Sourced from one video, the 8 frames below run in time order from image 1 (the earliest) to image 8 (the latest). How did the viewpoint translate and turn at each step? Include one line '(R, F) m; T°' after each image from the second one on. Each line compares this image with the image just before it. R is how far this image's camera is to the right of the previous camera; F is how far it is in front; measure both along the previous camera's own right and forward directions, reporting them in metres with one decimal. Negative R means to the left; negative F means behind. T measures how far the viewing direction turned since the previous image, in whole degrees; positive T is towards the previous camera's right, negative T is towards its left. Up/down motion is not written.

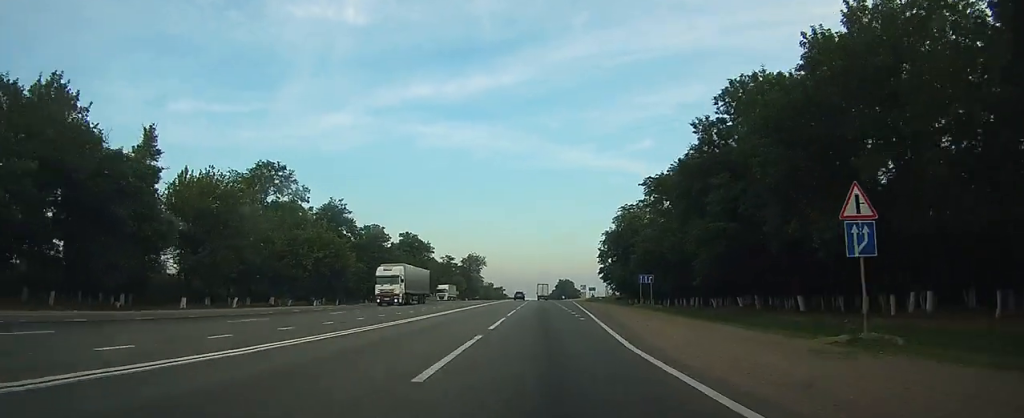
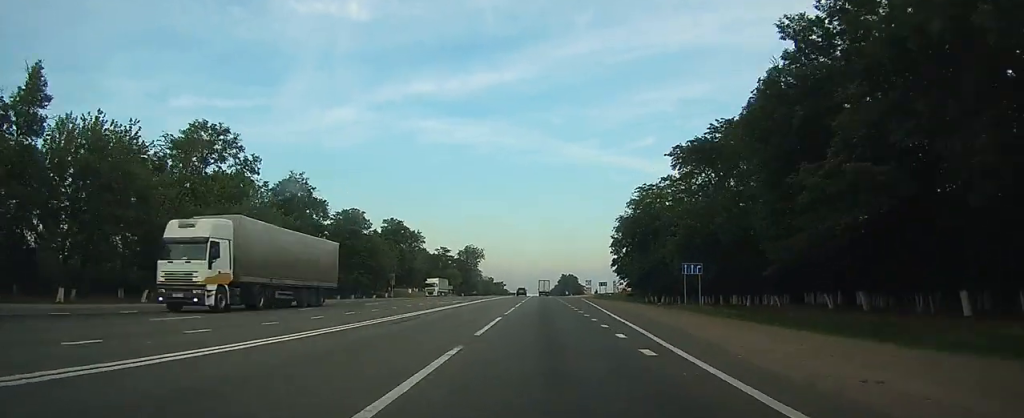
(0.0, +16.7) m; 0°
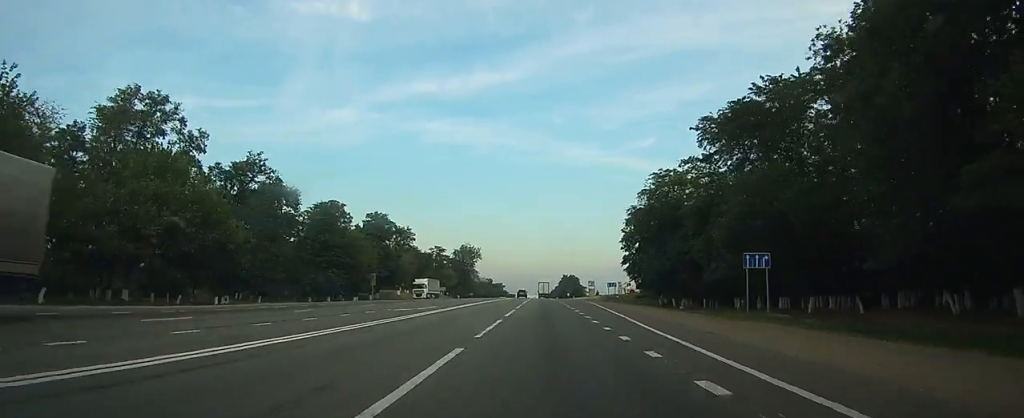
(0.0, +12.1) m; 0°
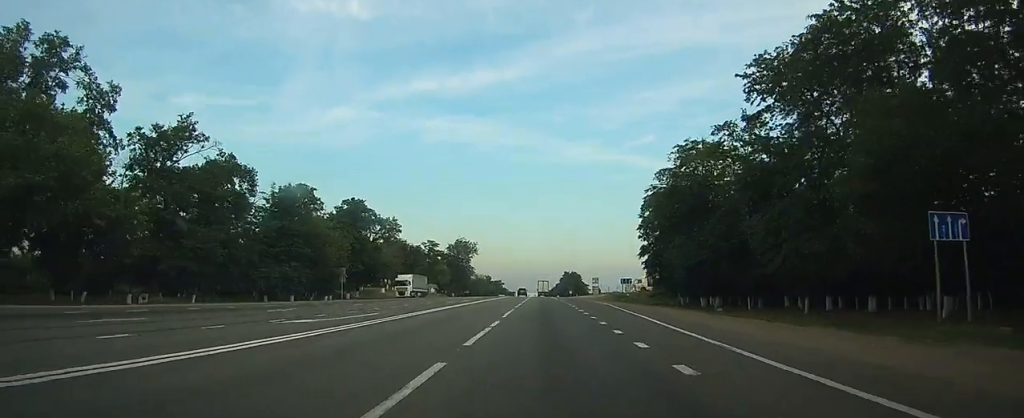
(-0.1, +14.1) m; 0°
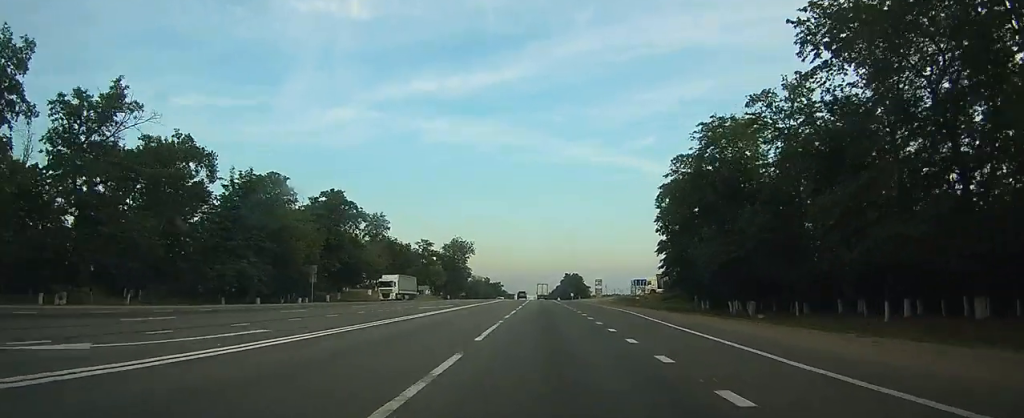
(0.0, +9.9) m; 0°
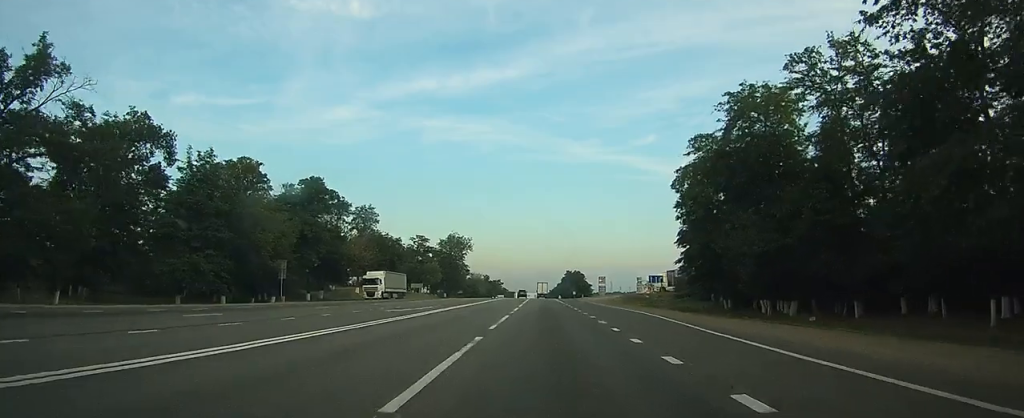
(0.0, +8.3) m; 0°
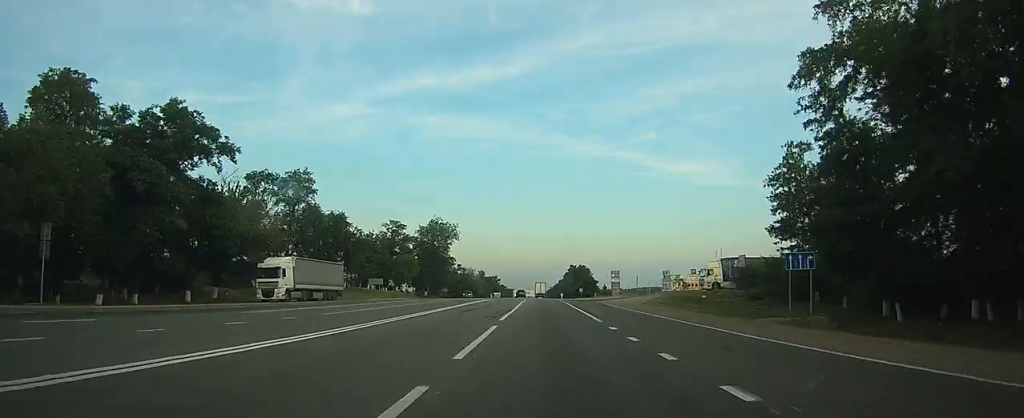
(+0.1, +30.5) m; 0°
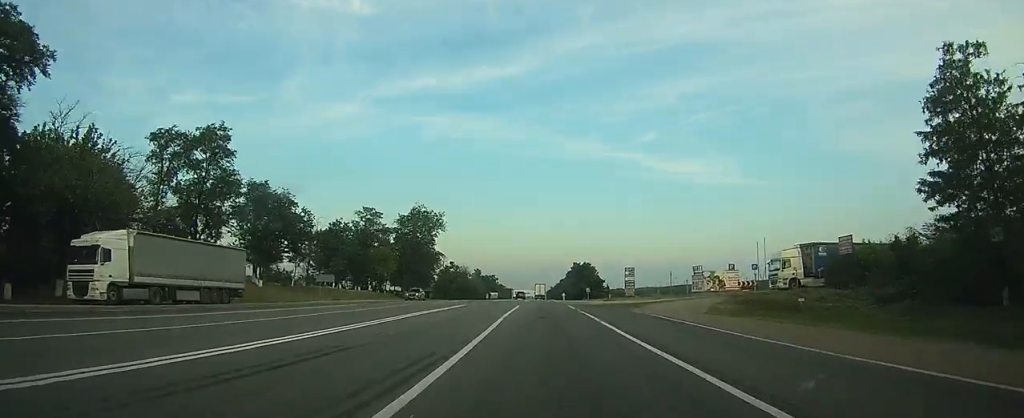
(0.0, +22.4) m; 0°
